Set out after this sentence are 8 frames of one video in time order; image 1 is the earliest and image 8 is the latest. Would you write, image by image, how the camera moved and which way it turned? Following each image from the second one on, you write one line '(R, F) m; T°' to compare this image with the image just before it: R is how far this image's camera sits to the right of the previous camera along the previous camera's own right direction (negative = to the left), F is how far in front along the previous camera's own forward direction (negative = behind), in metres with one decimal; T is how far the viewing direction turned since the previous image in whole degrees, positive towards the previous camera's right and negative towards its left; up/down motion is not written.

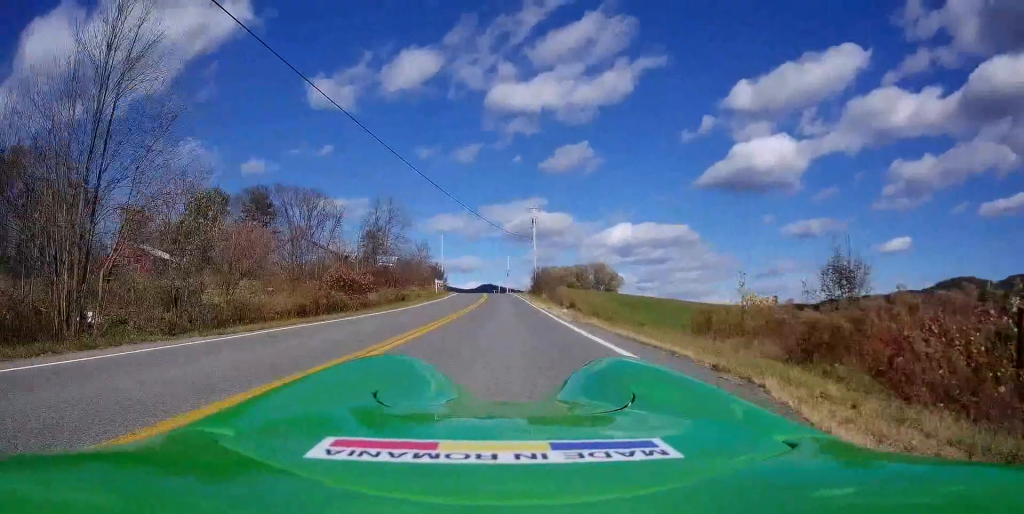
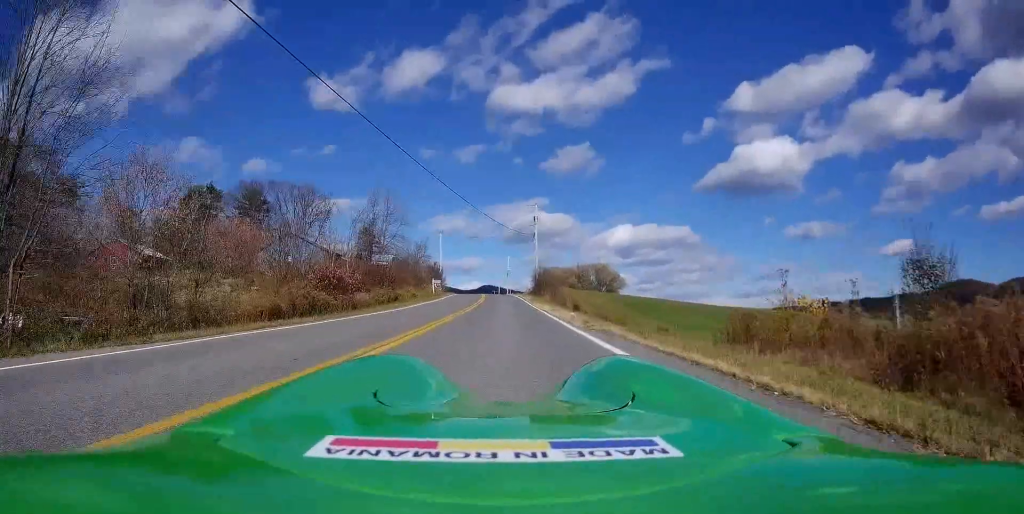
(0.0, +2.9) m; 0°
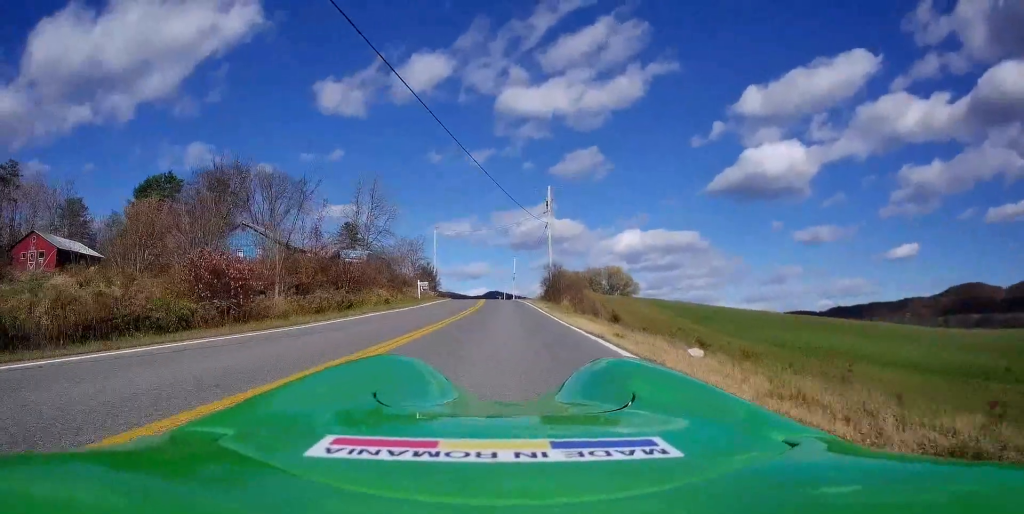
(+0.1, +13.9) m; -2°
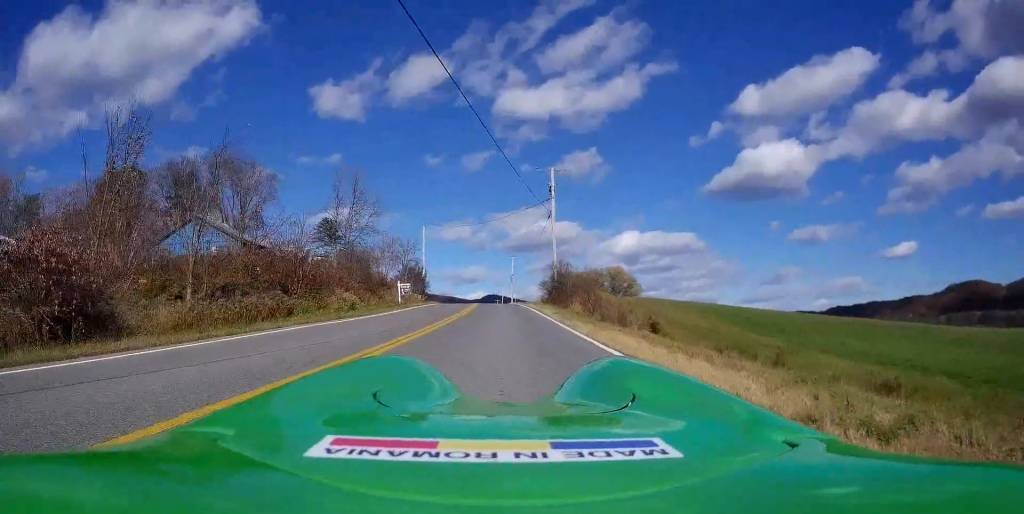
(-0.1, +8.3) m; +3°
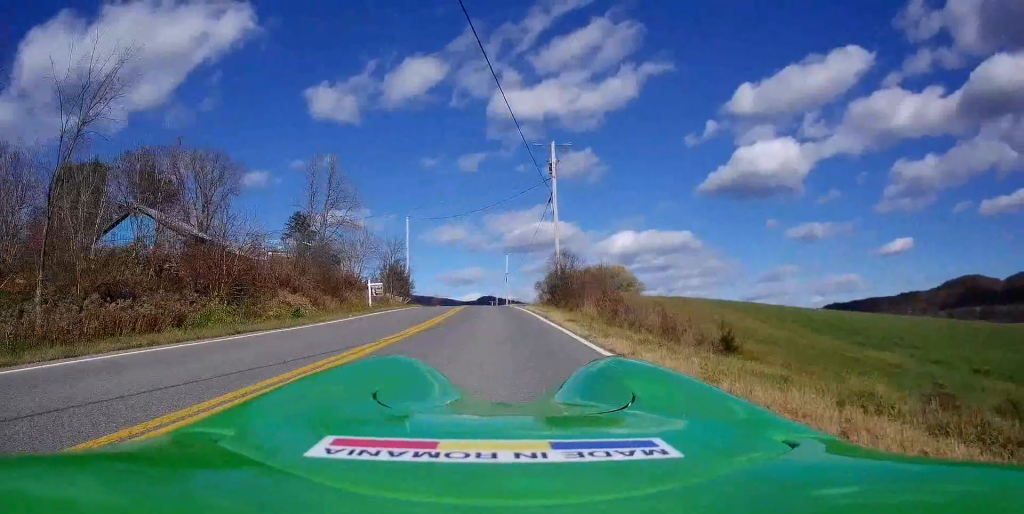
(+0.4, +7.9) m; 0°
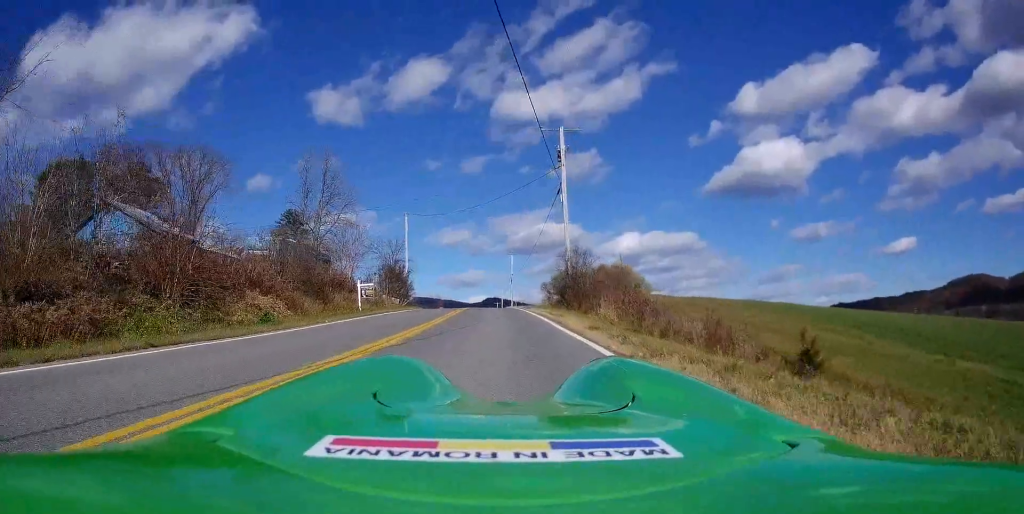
(-0.3, +3.7) m; -4°
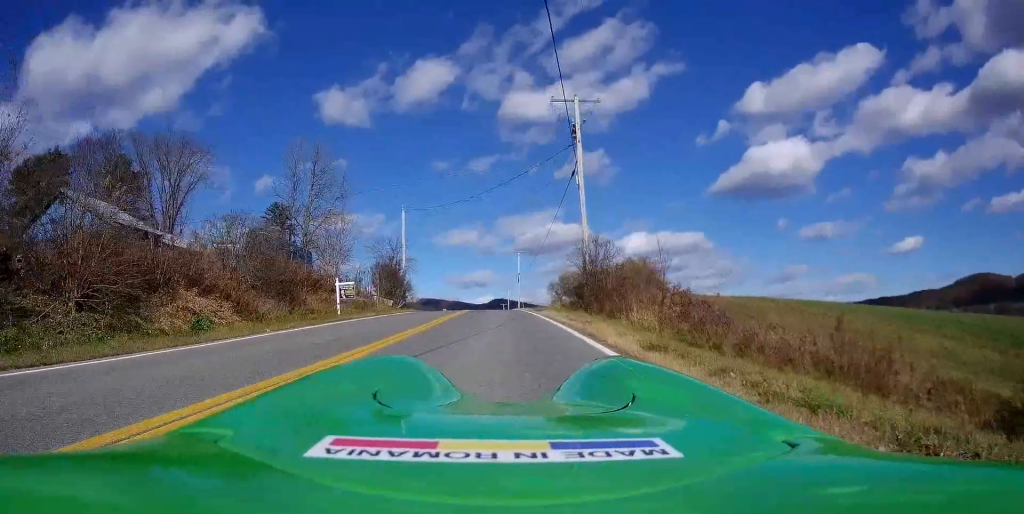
(-0.1, +5.1) m; -1°
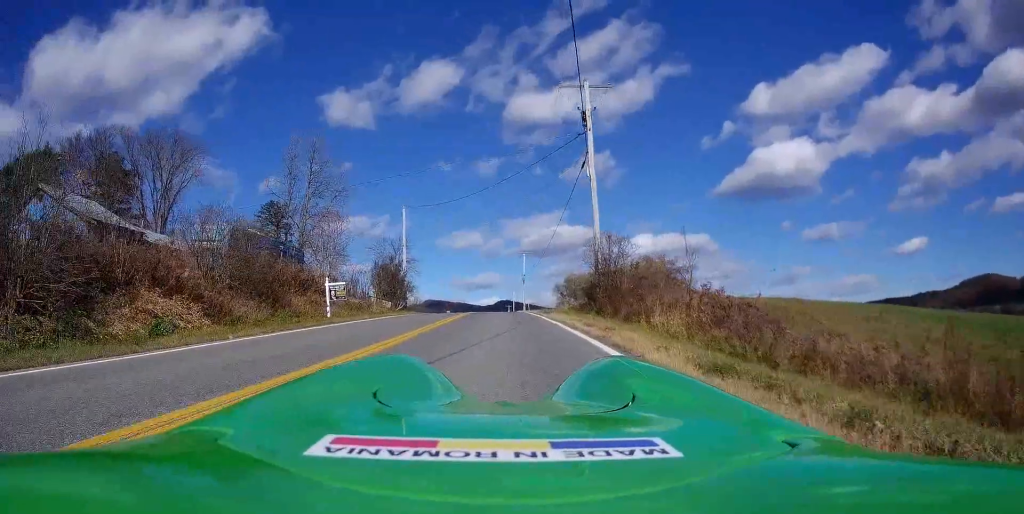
(0.0, +2.3) m; +1°
